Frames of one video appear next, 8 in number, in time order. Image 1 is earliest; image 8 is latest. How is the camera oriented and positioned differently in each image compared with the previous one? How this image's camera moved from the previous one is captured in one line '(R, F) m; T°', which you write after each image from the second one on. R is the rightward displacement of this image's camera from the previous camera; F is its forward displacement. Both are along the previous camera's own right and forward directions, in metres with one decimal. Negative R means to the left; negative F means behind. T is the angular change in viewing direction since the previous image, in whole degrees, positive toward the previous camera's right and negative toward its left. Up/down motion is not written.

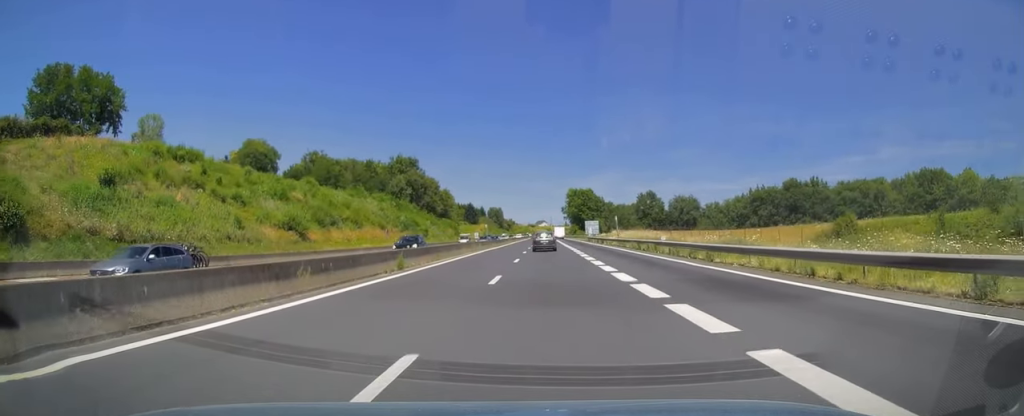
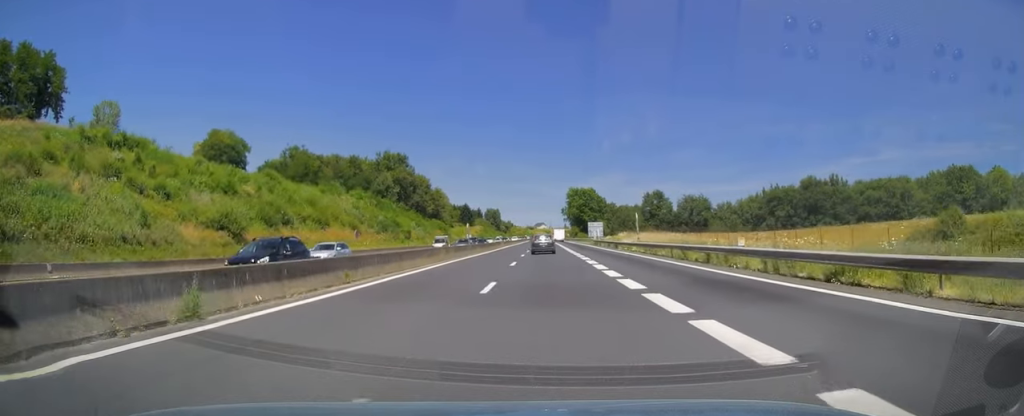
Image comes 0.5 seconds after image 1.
(-0.1, +15.0) m; 0°
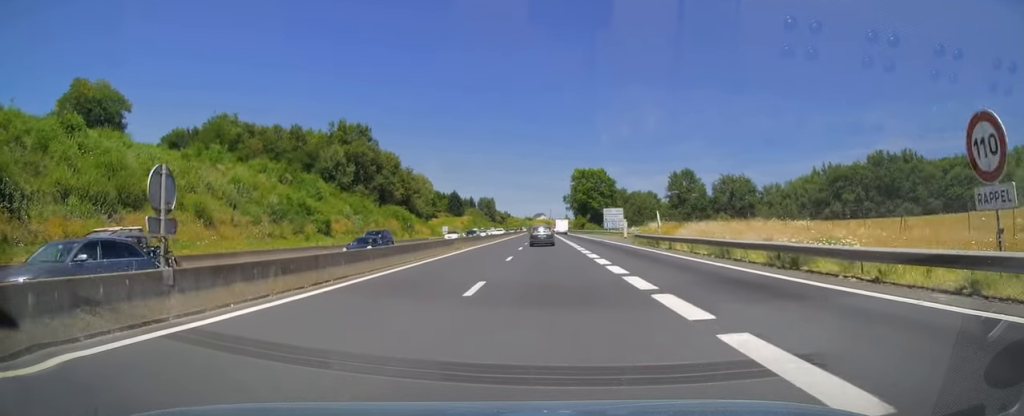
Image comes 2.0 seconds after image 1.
(-0.2, +41.2) m; 0°
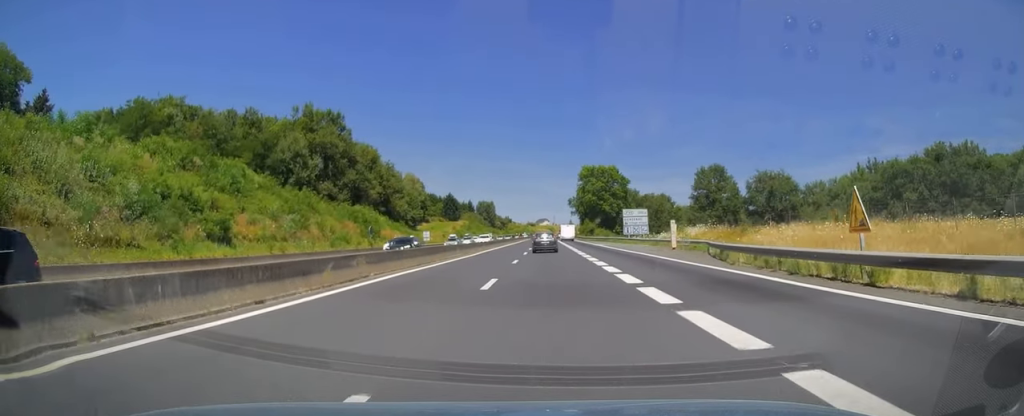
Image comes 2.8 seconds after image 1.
(-0.1, +24.2) m; 0°
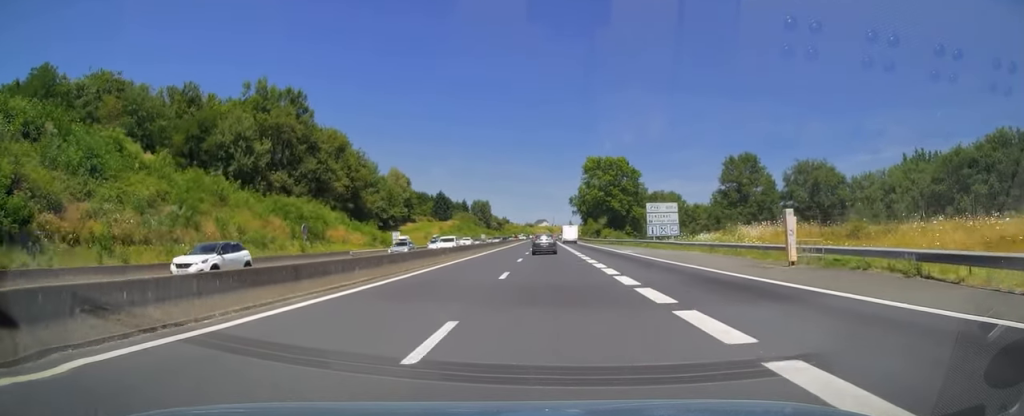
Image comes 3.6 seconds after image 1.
(0.0, +21.7) m; 0°
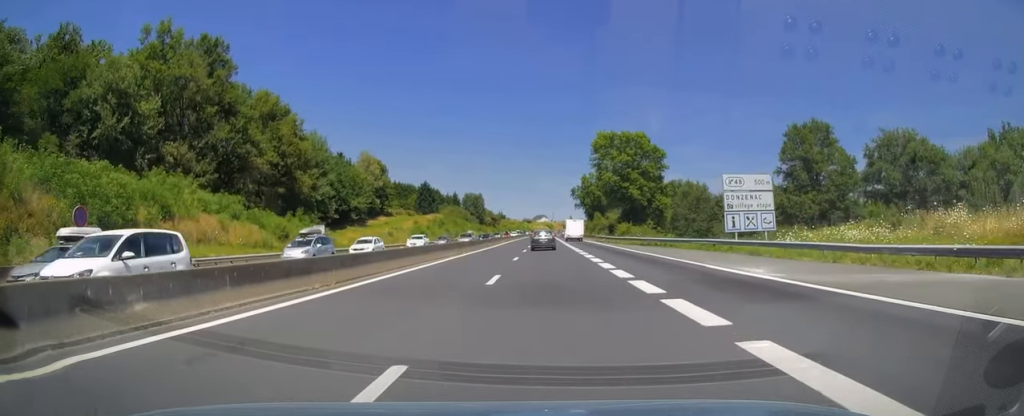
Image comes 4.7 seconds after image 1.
(+0.1, +30.3) m; 0°
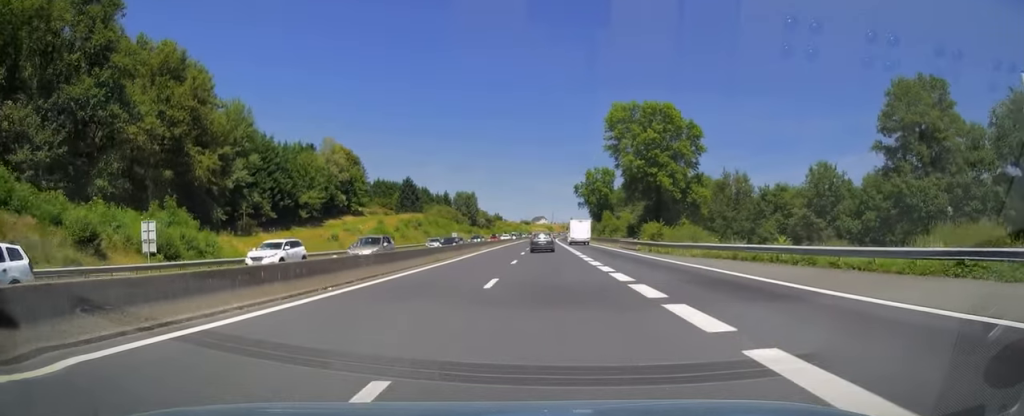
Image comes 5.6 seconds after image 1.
(-0.2, +26.7) m; 0°
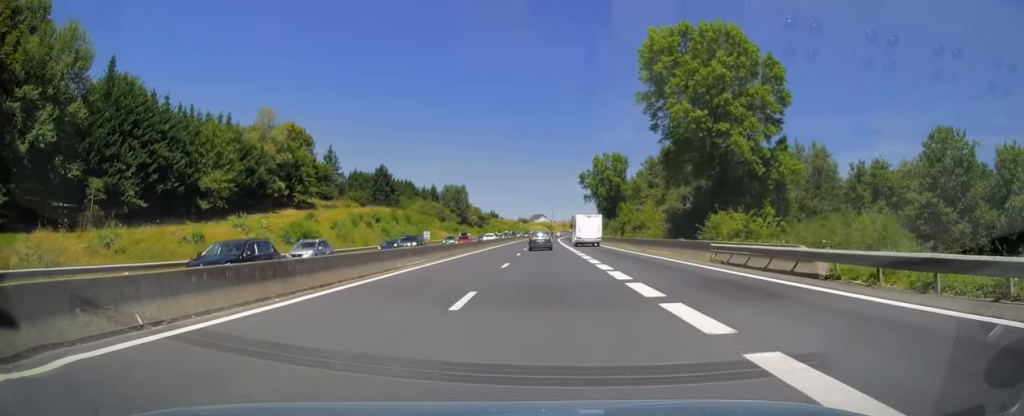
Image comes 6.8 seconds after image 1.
(+0.3, +31.0) m; +1°
